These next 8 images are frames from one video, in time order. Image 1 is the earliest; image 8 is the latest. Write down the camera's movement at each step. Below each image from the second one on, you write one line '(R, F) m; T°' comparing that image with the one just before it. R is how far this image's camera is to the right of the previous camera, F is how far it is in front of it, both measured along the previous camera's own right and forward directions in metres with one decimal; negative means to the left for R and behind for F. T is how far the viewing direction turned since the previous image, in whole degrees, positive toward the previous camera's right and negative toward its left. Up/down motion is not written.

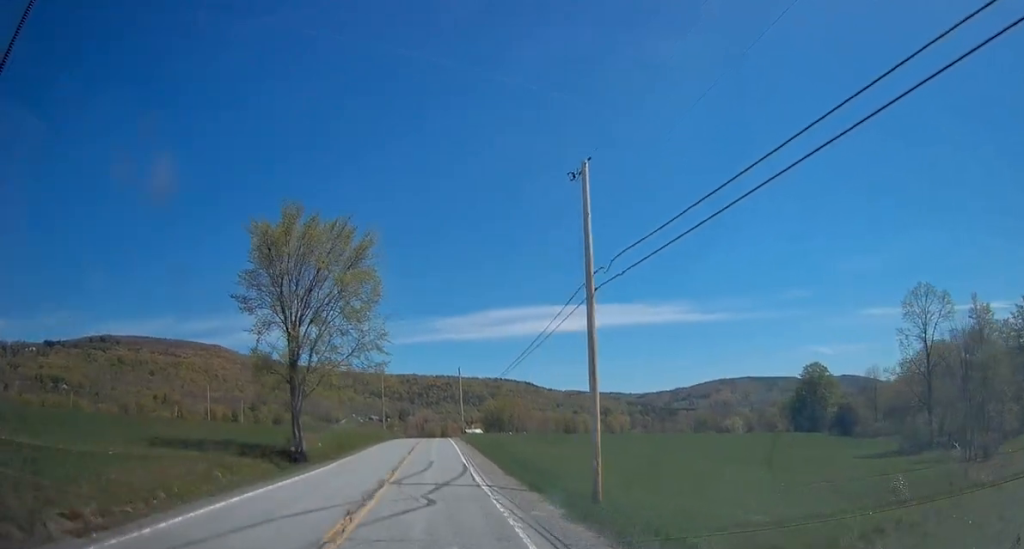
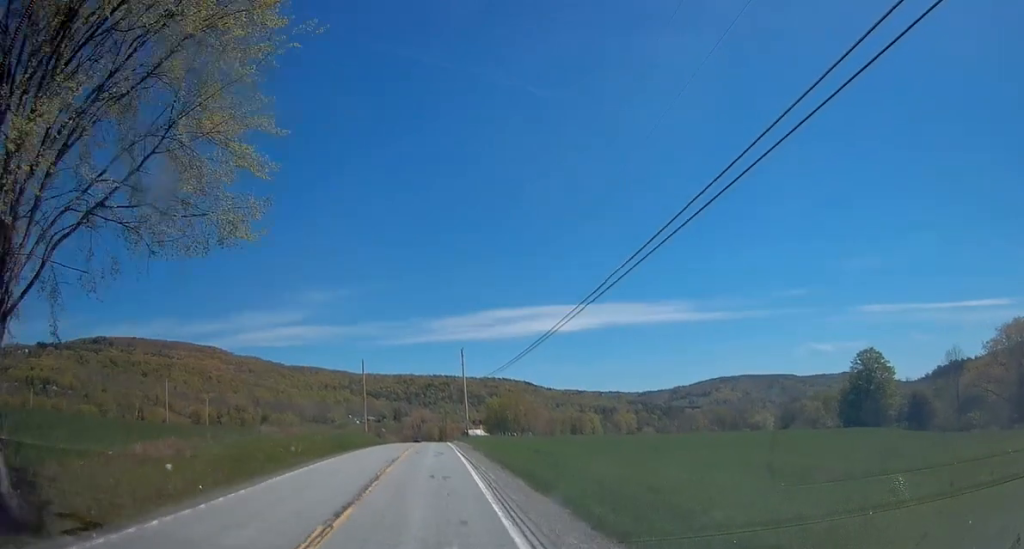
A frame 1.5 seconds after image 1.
(+0.1, +26.4) m; +1°
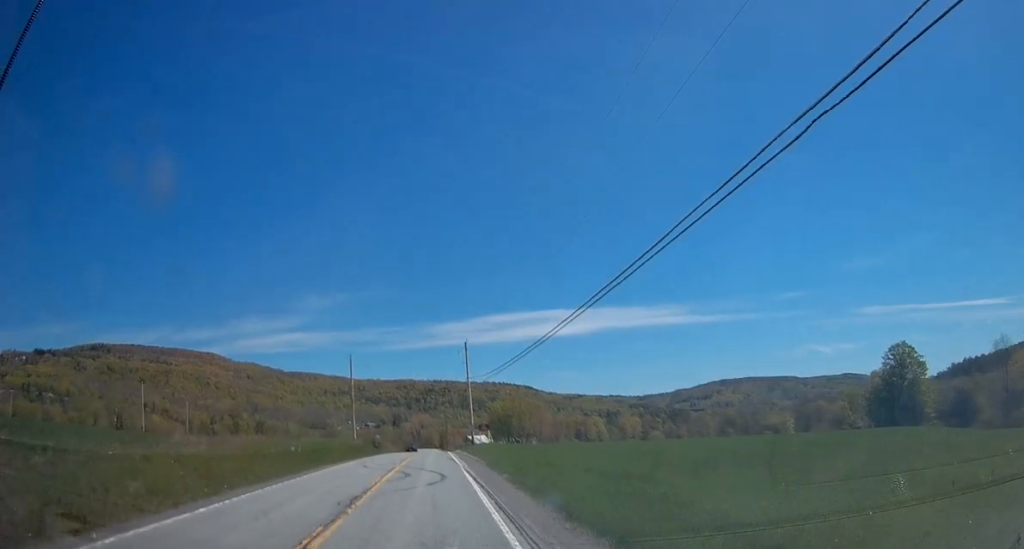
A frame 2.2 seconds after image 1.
(+0.3, +12.8) m; 0°
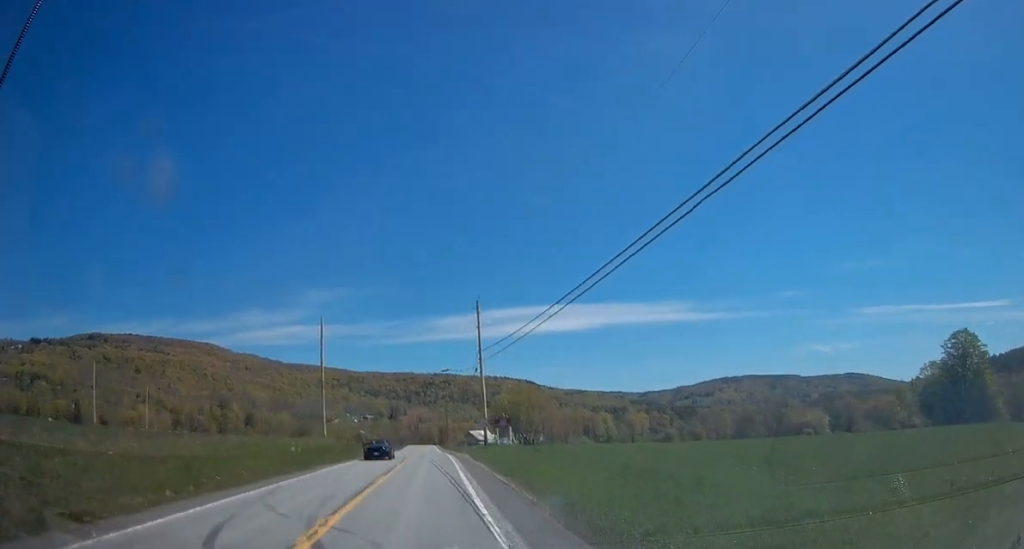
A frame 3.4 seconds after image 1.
(-0.5, +21.0) m; -1°
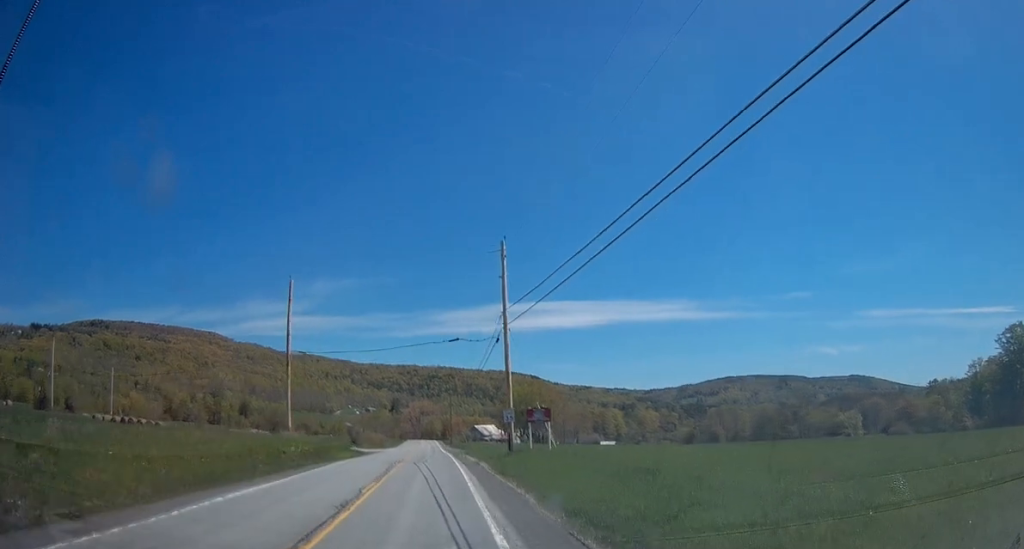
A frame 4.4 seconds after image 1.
(+0.3, +15.5) m; 0°
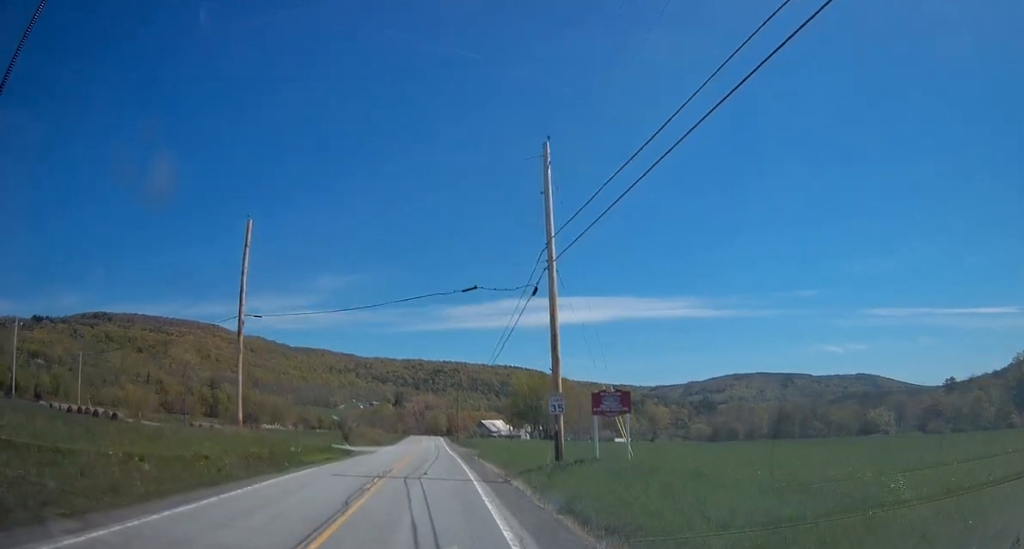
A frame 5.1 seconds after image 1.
(-0.1, +12.5) m; -1°
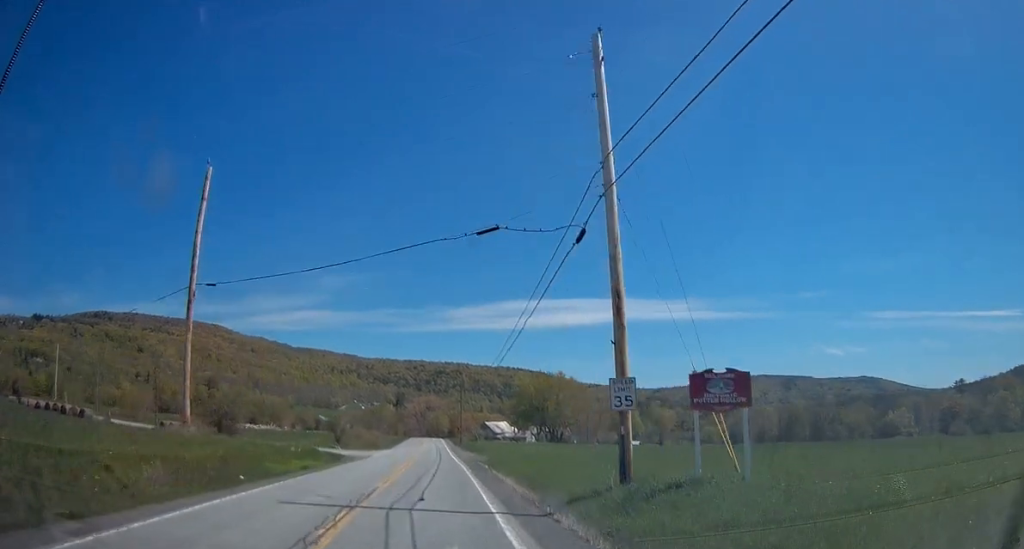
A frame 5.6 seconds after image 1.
(0.0, +7.5) m; 0°
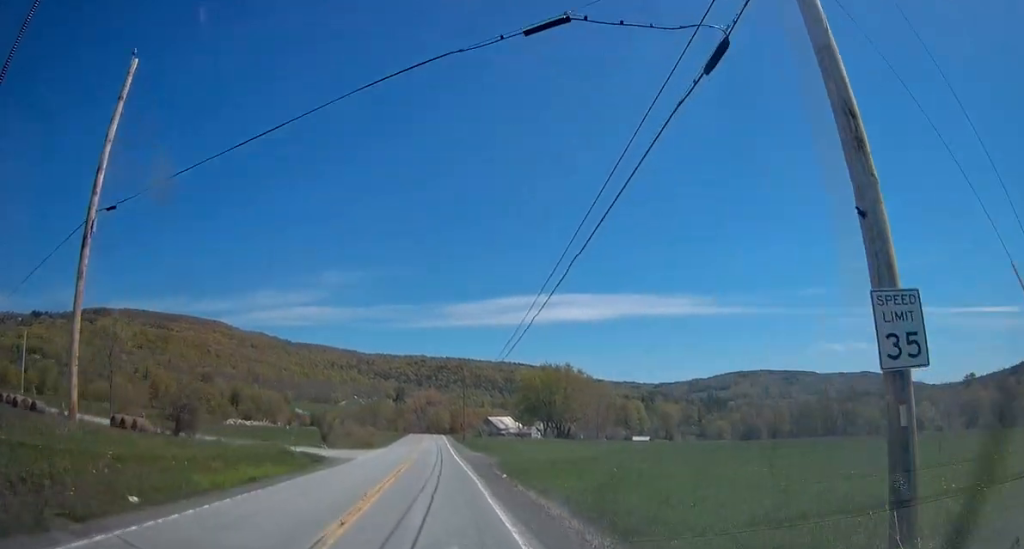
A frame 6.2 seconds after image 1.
(-0.1, +9.1) m; +1°
